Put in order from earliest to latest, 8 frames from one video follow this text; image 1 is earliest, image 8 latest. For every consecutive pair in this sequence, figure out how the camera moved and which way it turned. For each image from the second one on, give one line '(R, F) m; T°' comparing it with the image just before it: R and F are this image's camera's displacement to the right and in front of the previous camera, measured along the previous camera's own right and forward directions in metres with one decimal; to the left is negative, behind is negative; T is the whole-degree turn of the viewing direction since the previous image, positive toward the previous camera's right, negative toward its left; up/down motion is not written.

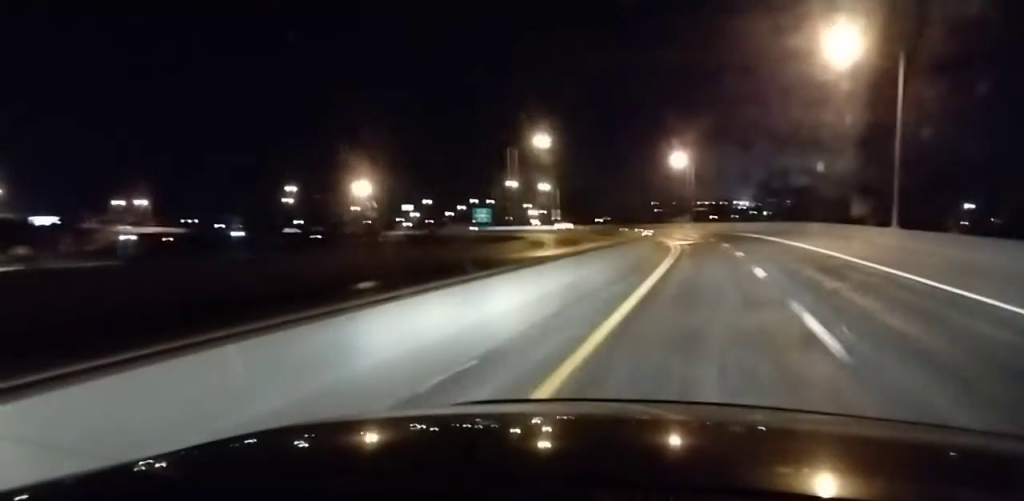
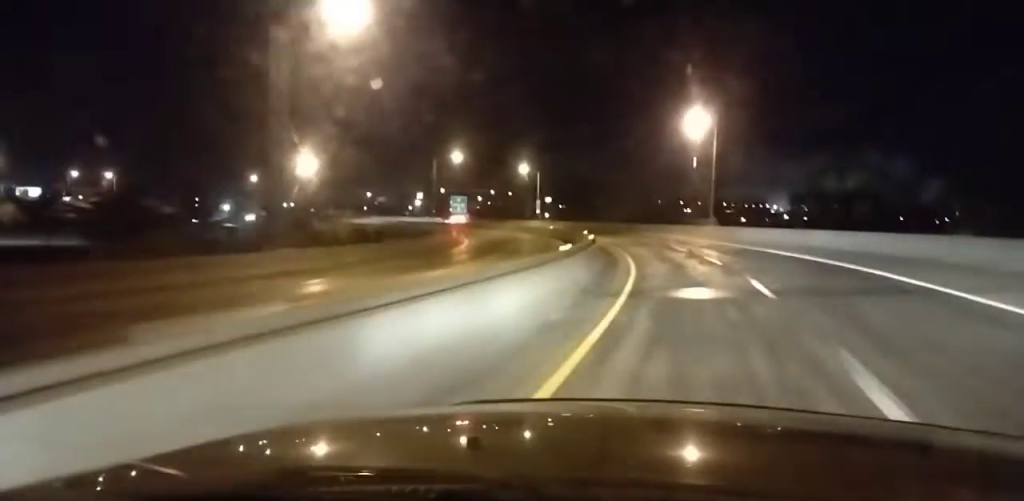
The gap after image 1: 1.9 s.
(-0.5, +42.2) m; -3°
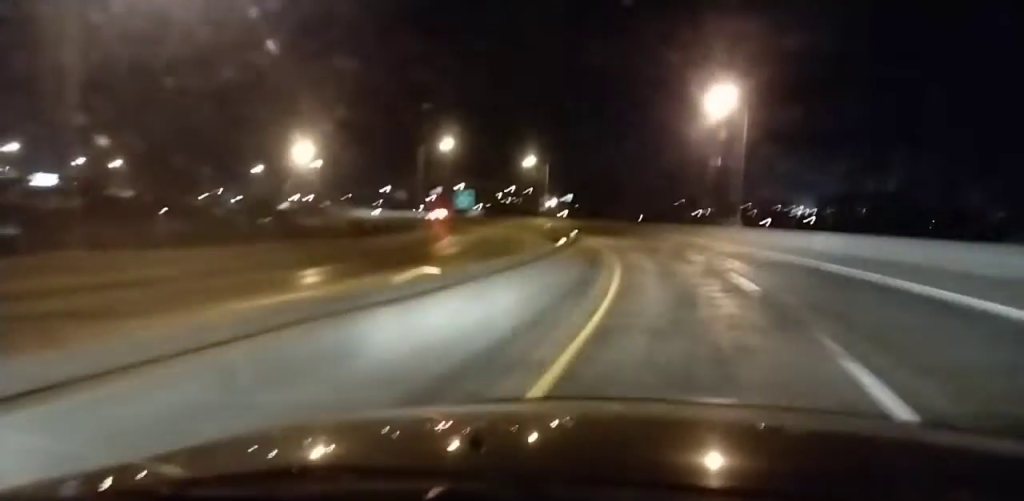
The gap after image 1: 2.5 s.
(-0.2, +11.9) m; -2°
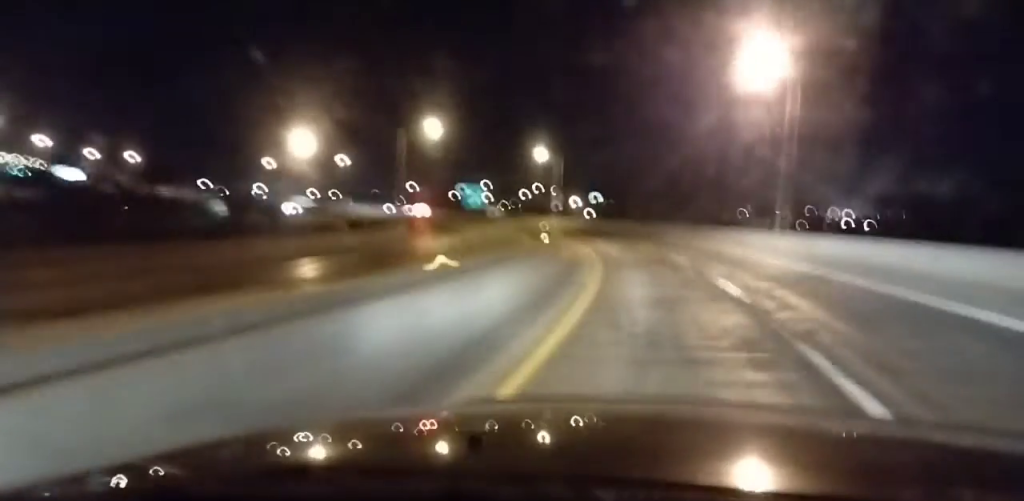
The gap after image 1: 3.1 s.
(-0.1, +13.7) m; -3°
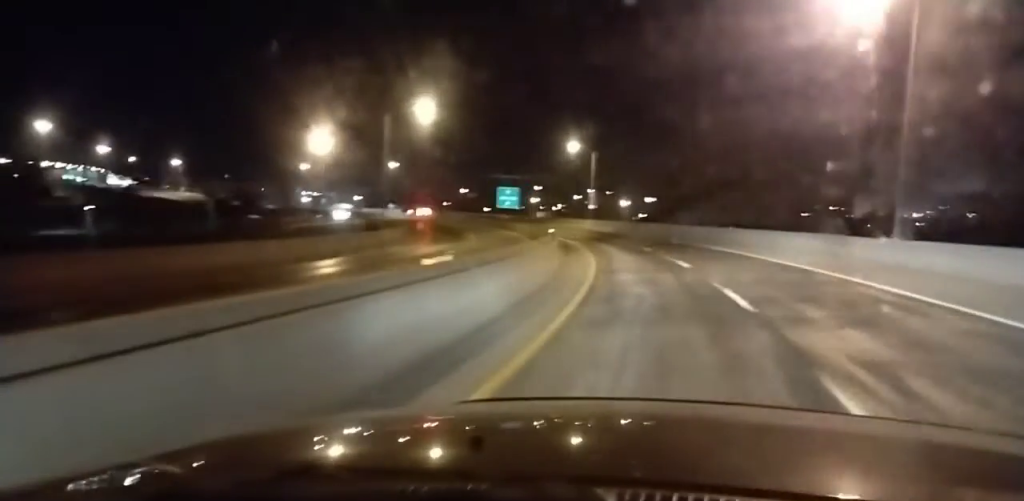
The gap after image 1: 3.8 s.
(-0.6, +14.6) m; -4°
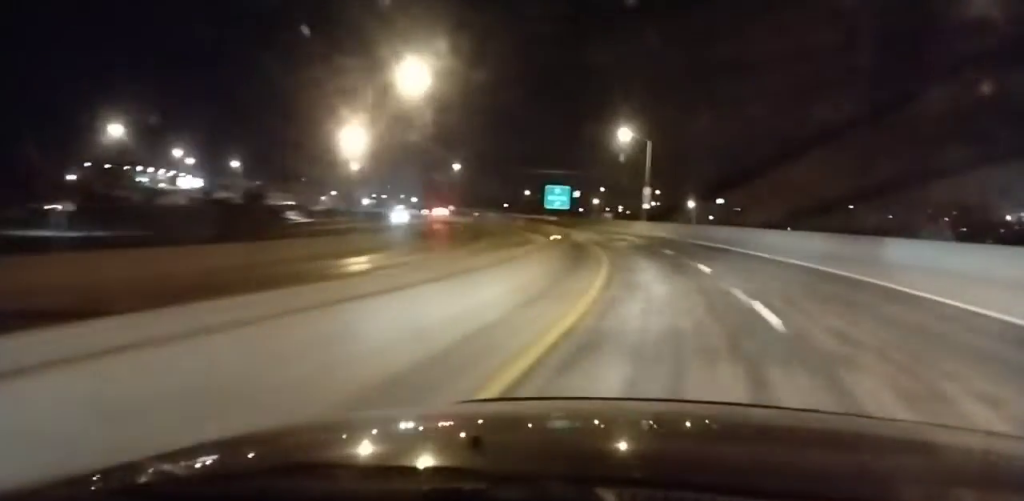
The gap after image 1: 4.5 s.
(-0.4, +14.5) m; -4°
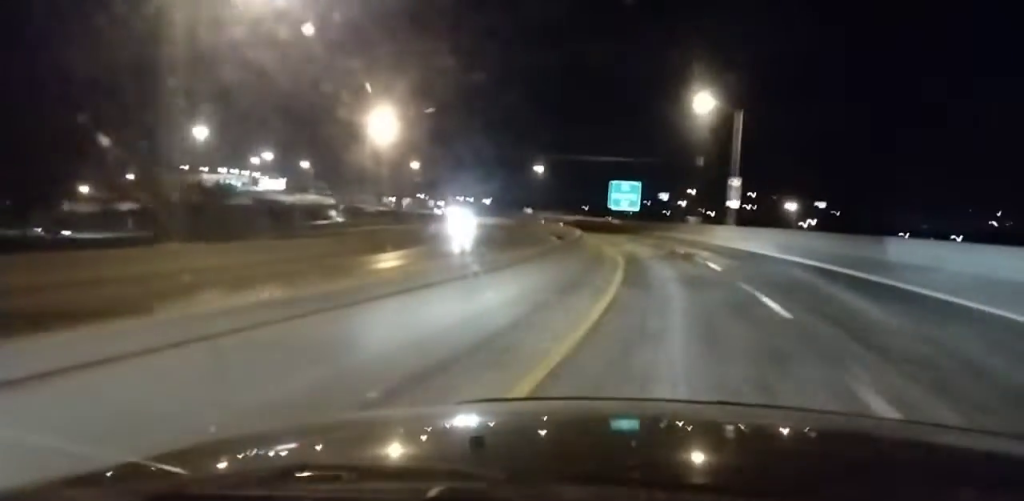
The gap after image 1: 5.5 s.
(-1.1, +21.7) m; -6°
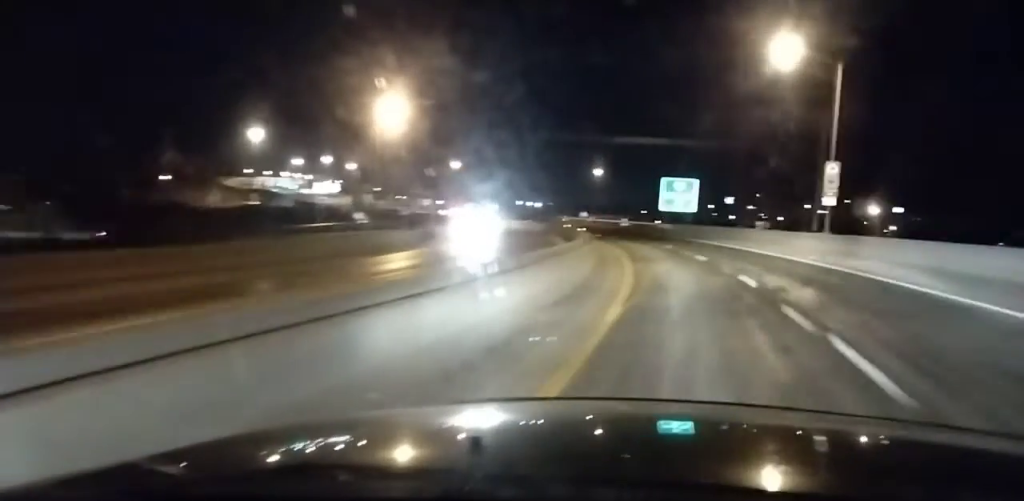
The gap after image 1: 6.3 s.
(-0.7, +18.0) m; -5°
